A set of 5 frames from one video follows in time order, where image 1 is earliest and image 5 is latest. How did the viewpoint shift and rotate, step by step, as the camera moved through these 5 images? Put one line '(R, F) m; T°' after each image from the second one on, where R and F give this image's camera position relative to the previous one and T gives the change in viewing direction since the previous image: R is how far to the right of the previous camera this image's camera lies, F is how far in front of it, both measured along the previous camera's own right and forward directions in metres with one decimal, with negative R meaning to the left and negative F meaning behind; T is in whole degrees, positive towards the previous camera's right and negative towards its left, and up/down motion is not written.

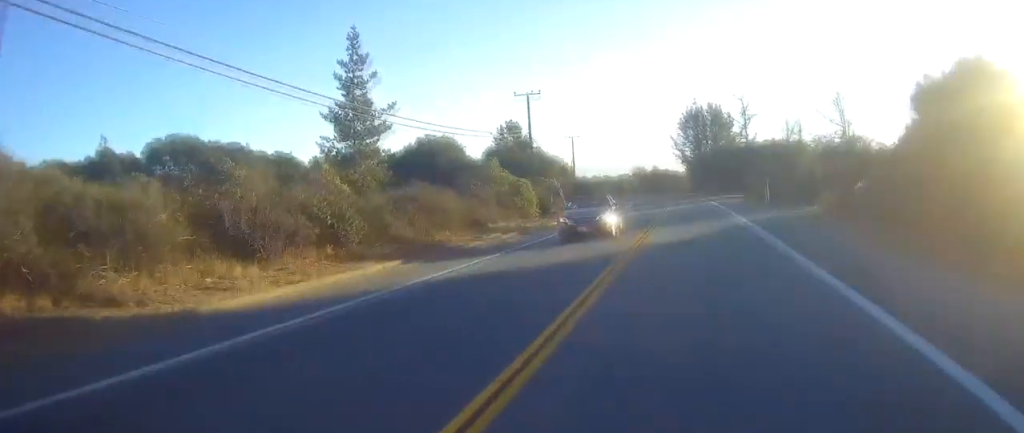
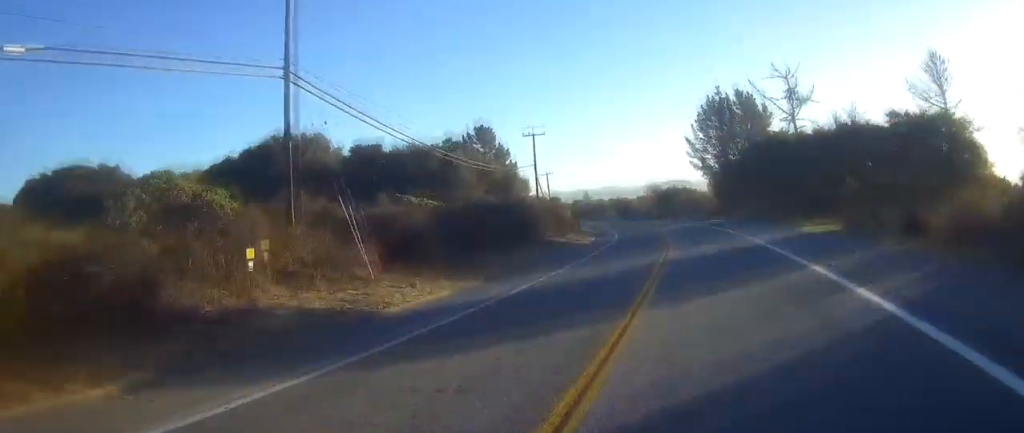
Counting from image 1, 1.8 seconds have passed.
(-0.4, +40.6) m; -1°
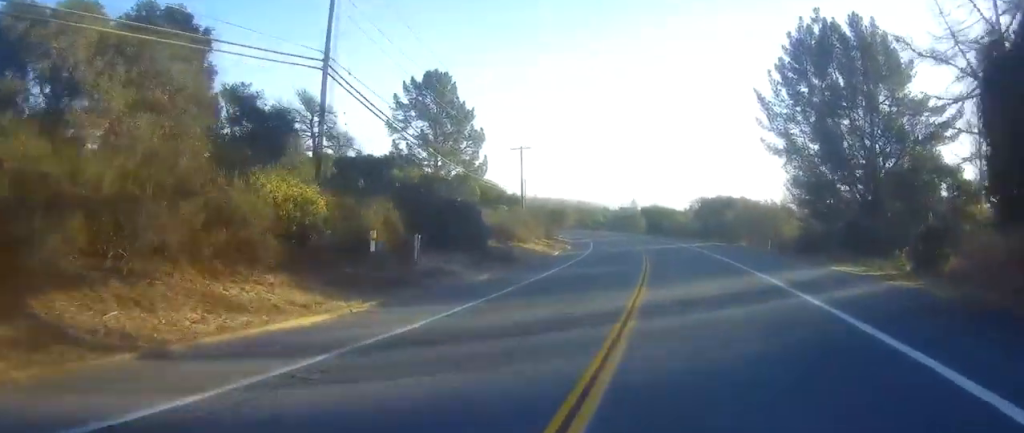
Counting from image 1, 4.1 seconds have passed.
(+0.2, +53.2) m; -3°
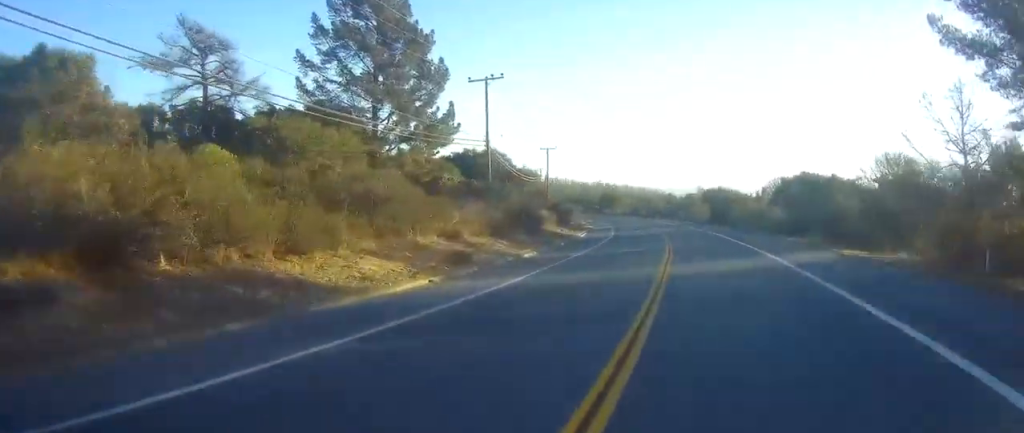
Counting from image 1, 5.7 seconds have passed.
(-2.7, +34.1) m; -7°
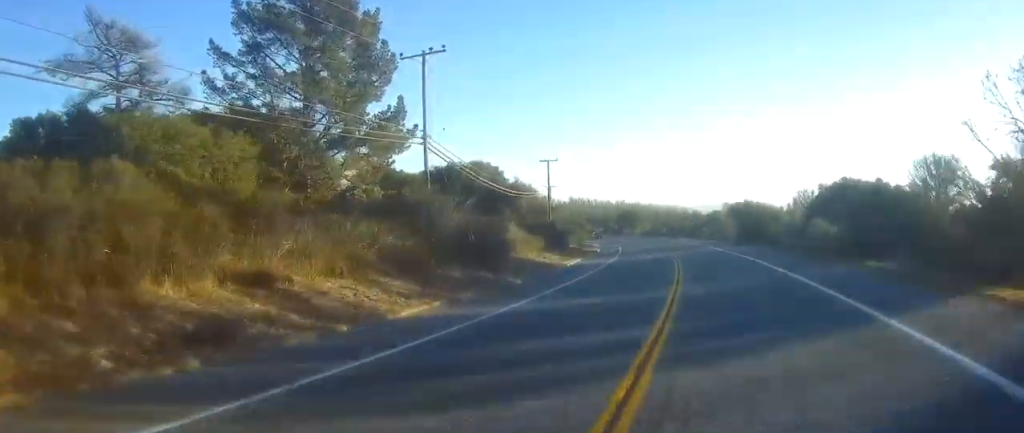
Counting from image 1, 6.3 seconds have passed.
(-0.3, +14.0) m; -1°
